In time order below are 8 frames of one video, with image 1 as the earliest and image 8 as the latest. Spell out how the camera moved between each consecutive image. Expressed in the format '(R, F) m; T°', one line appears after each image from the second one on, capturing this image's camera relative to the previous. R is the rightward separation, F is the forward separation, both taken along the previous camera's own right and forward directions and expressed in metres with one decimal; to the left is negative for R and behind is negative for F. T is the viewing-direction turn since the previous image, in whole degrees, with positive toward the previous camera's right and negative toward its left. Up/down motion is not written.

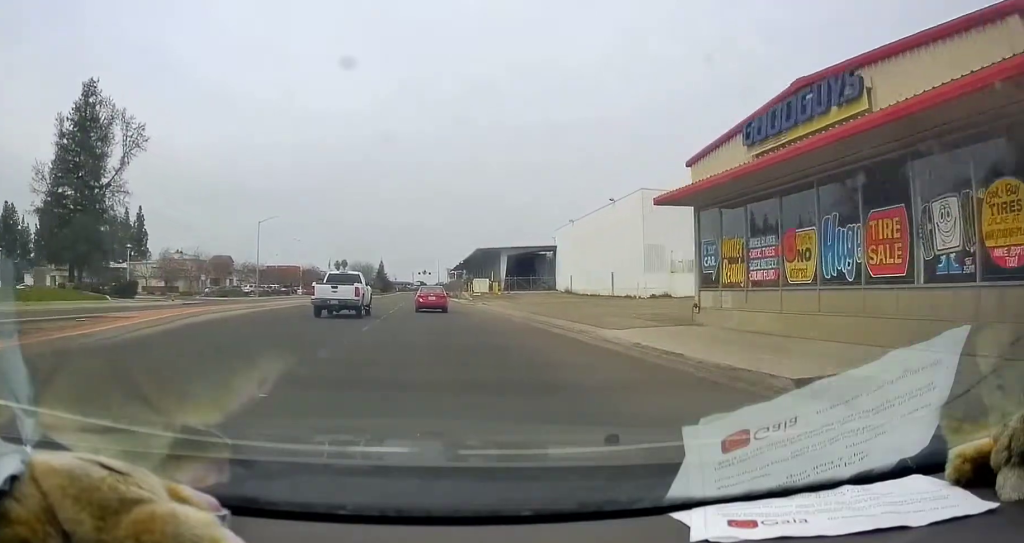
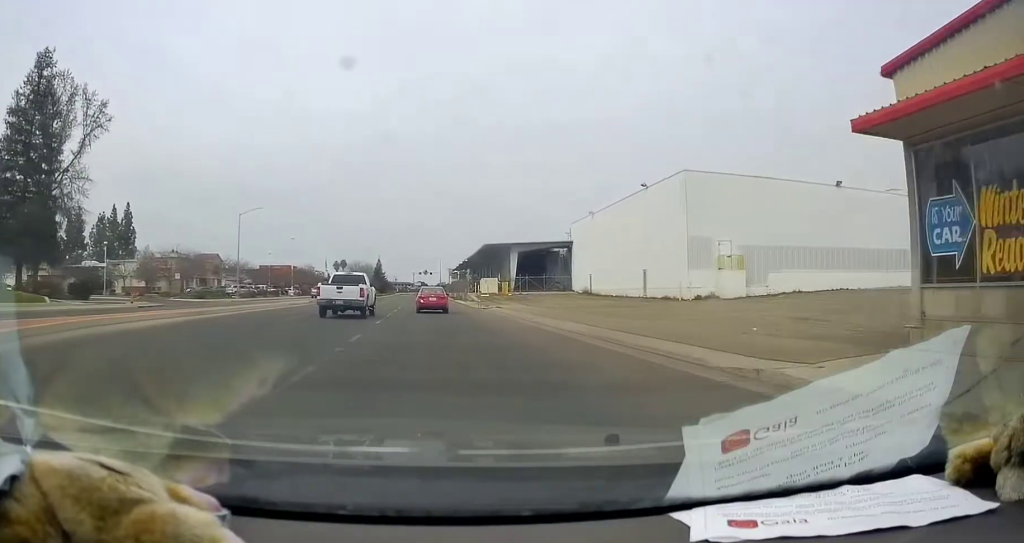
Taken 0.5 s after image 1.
(+0.2, +8.4) m; 0°
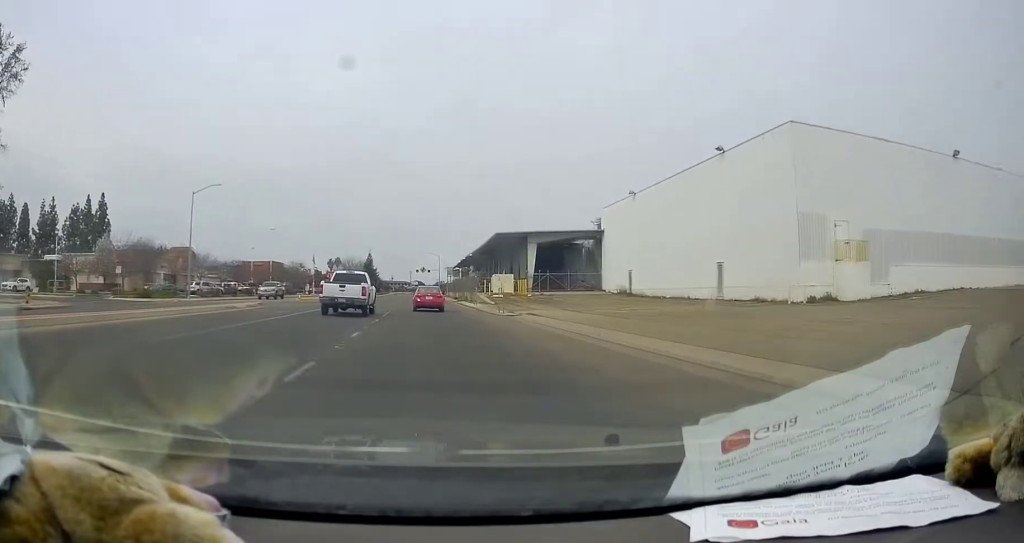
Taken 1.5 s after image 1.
(-0.2, +15.0) m; -2°
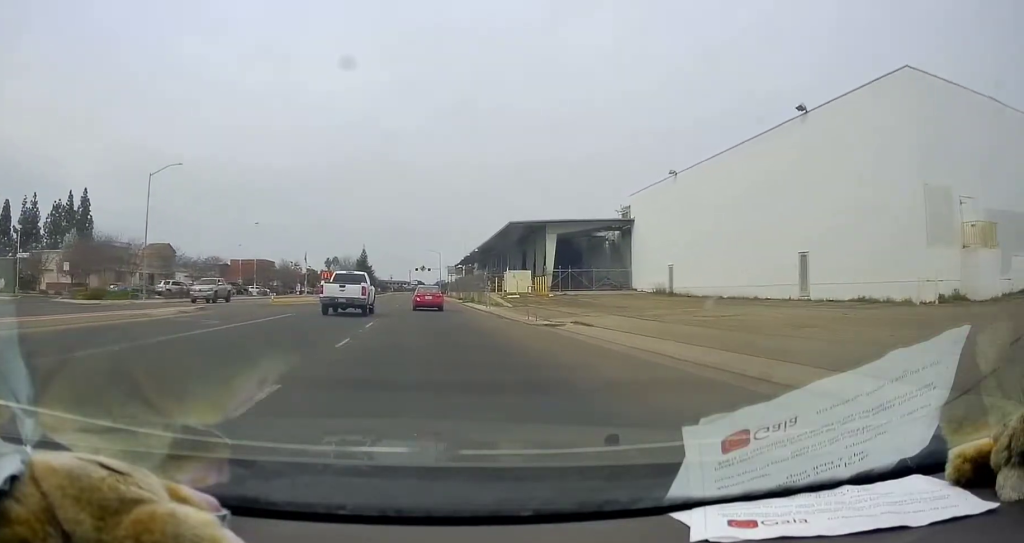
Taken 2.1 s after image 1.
(-0.1, +9.8) m; -1°
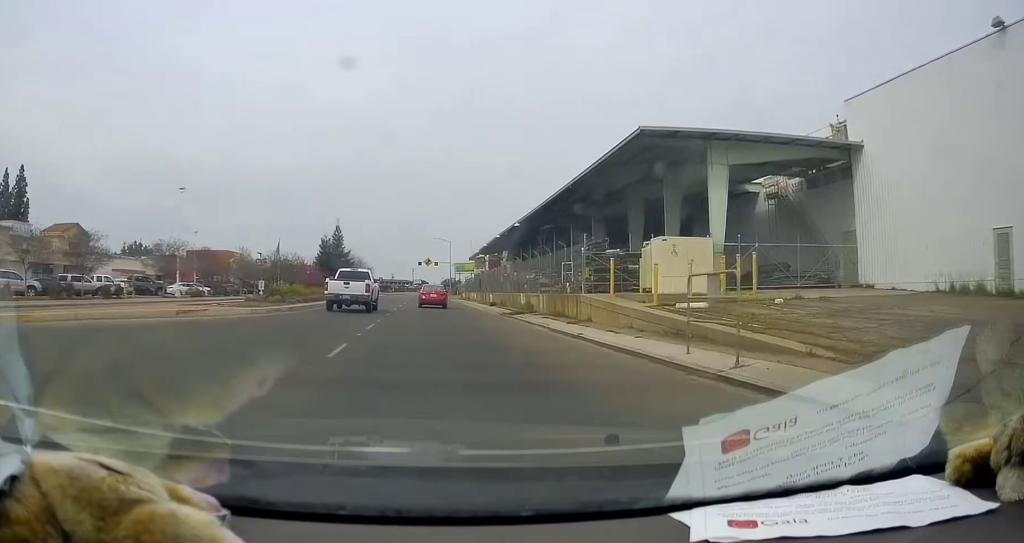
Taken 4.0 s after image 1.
(+0.2, +31.3) m; +1°
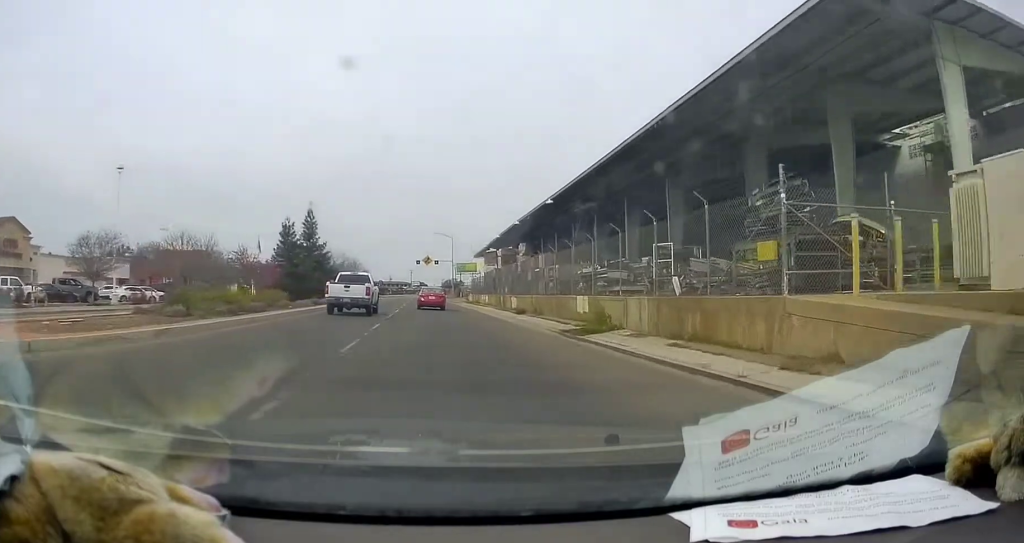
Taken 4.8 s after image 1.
(+0.1, +13.9) m; 0°
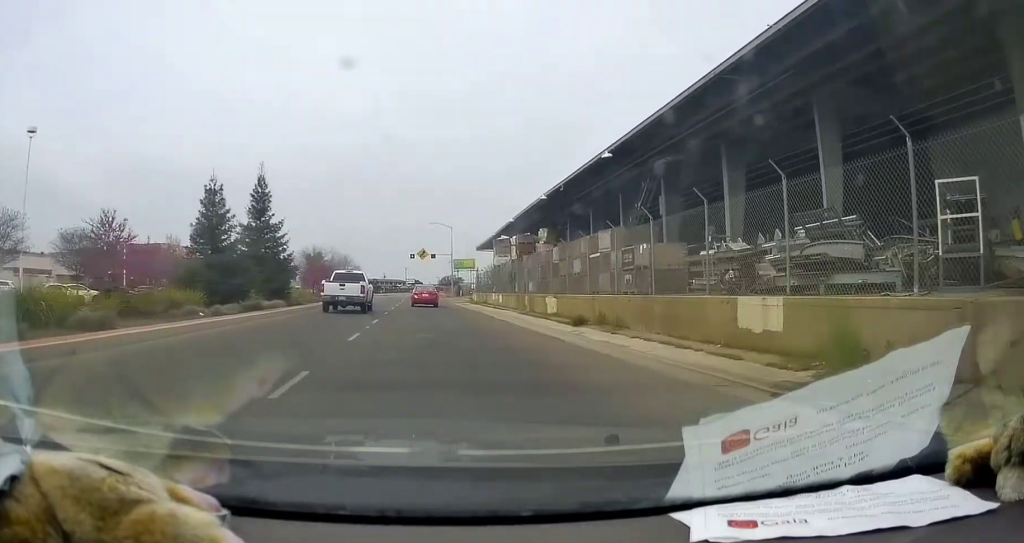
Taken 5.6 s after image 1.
(0.0, +12.8) m; -1°
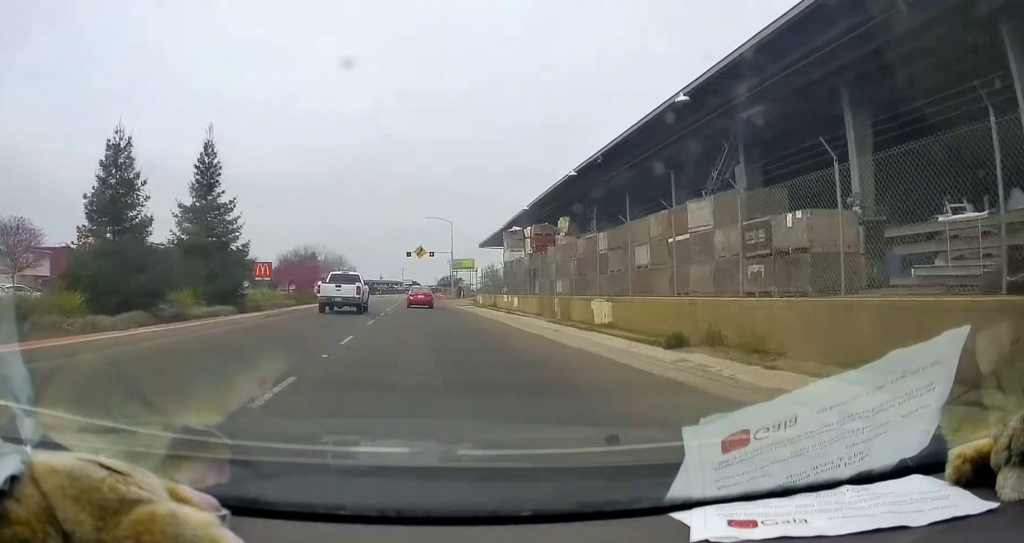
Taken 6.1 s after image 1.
(-0.1, +8.3) m; +1°
